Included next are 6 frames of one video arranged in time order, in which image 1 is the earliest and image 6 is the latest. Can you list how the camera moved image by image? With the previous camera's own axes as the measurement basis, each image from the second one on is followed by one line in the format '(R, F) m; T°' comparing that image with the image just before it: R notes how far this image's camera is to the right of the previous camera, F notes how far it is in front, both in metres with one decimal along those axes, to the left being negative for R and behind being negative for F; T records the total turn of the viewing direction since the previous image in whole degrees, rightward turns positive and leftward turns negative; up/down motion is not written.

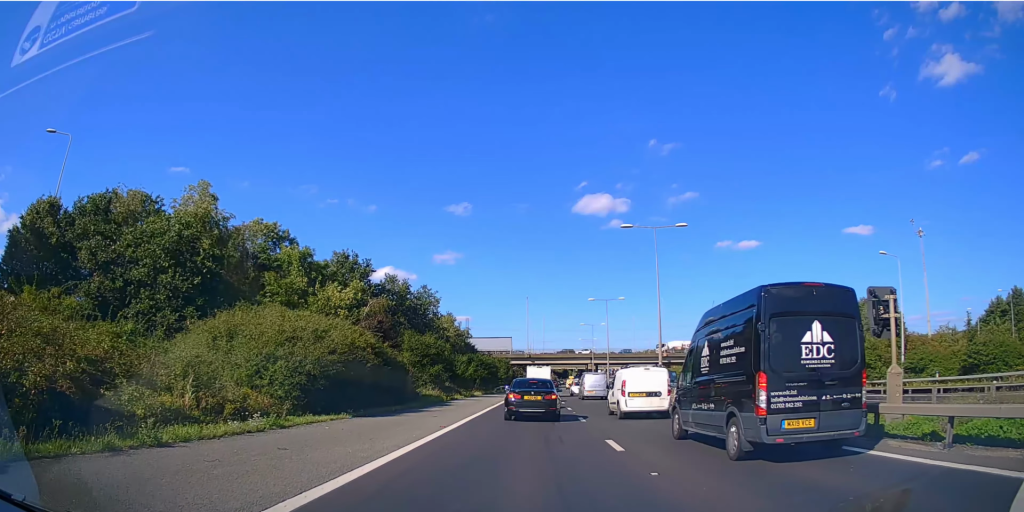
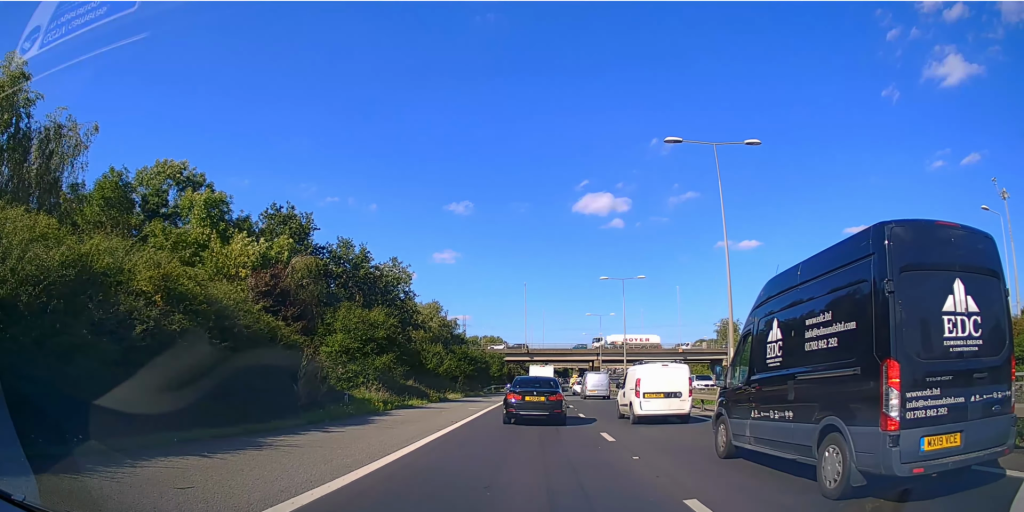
(0.0, +13.6) m; +1°
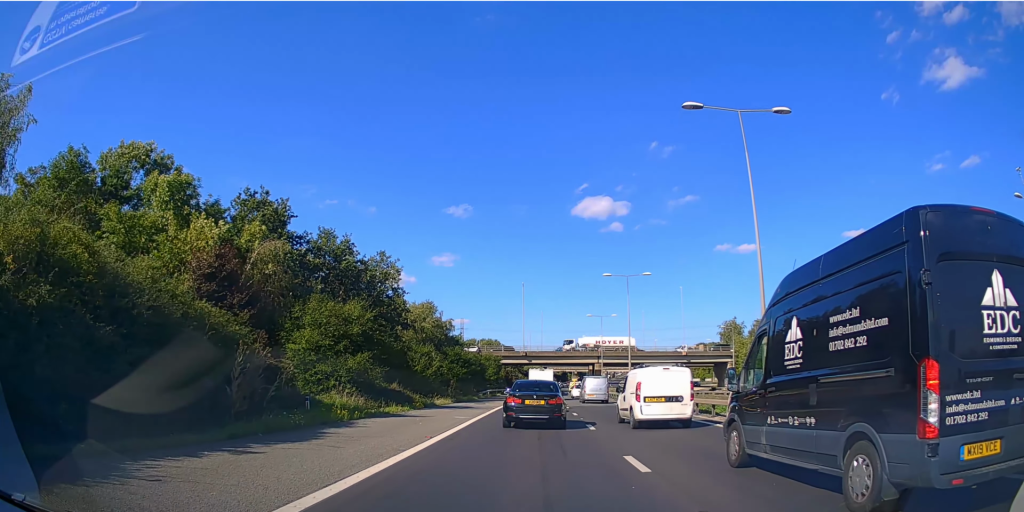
(-0.1, +4.0) m; -1°
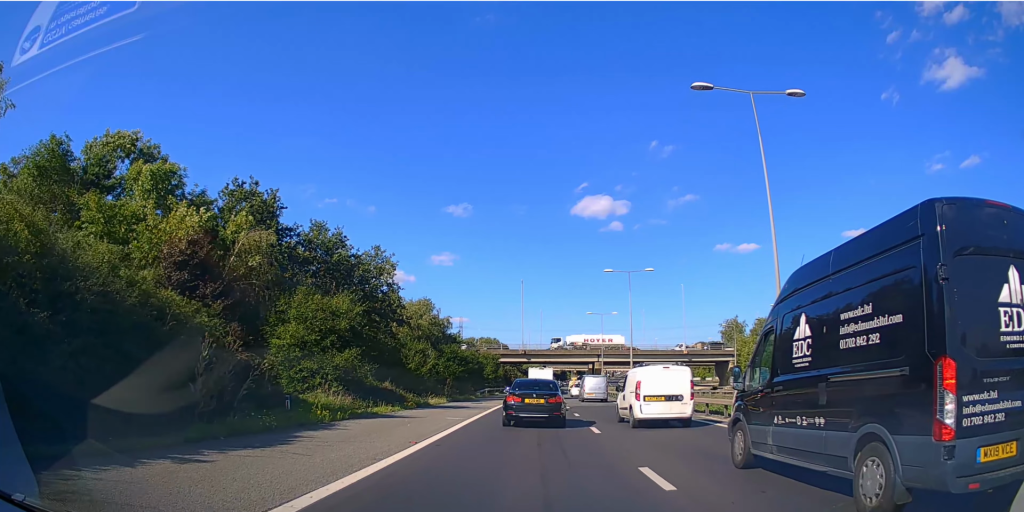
(0.0, +1.6) m; 0°
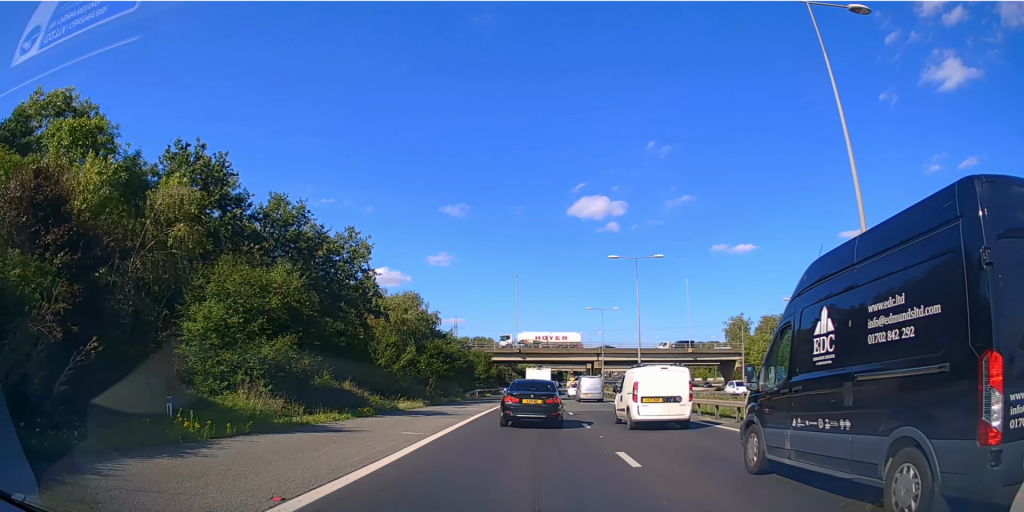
(0.0, +6.3) m; +2°
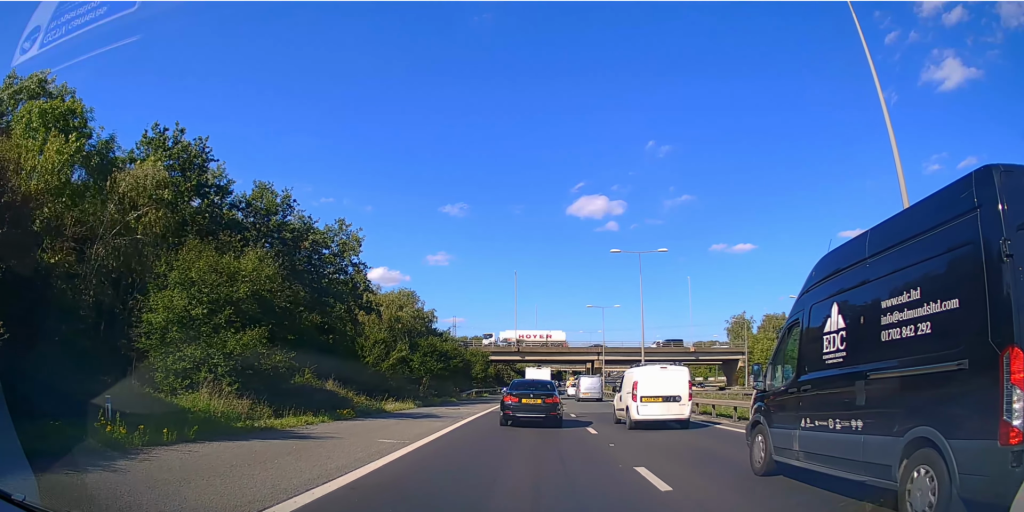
(0.0, +1.9) m; 0°
